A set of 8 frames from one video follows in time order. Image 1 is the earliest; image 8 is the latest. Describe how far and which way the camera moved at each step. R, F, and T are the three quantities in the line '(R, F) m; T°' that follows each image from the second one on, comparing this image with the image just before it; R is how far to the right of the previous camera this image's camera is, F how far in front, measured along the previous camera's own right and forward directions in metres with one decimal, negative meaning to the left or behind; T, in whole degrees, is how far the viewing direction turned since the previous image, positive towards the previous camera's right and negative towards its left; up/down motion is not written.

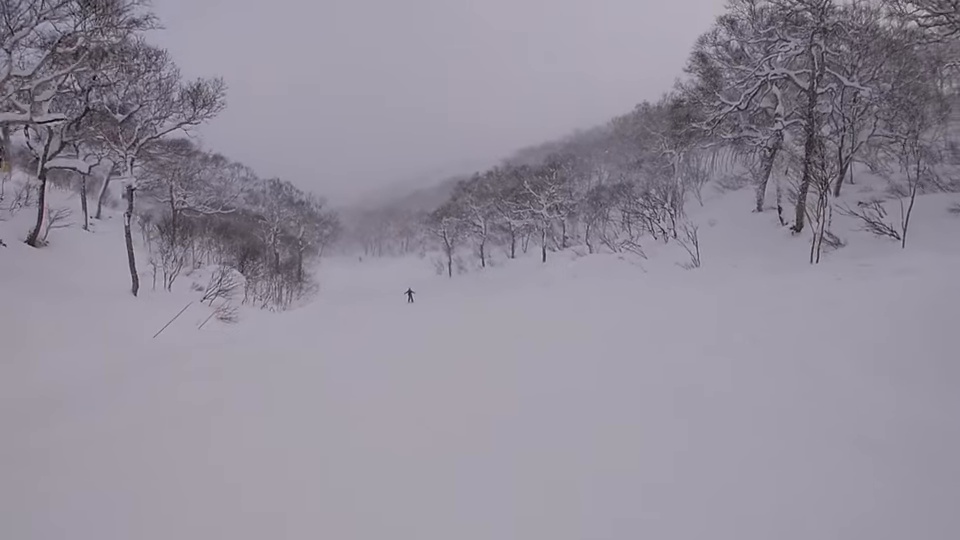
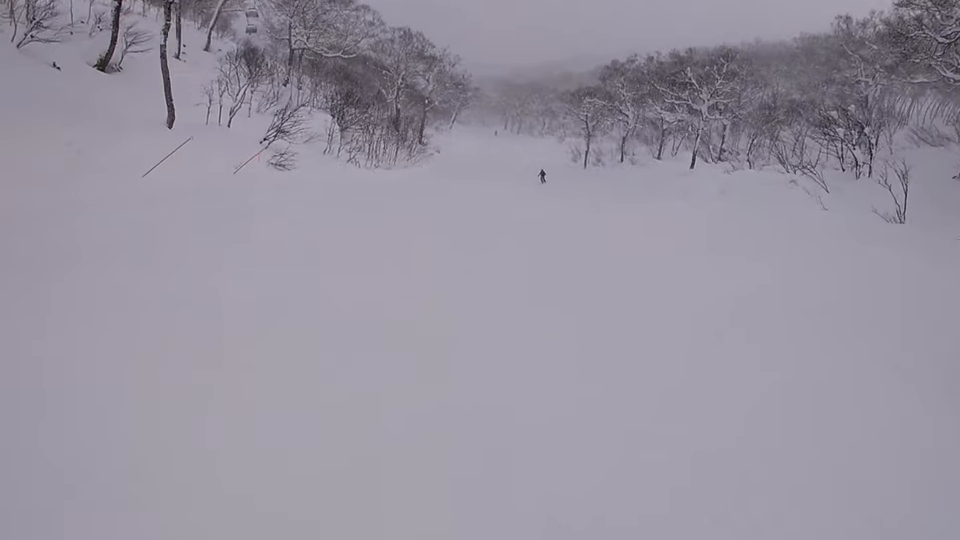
(-0.2, +5.4) m; -11°
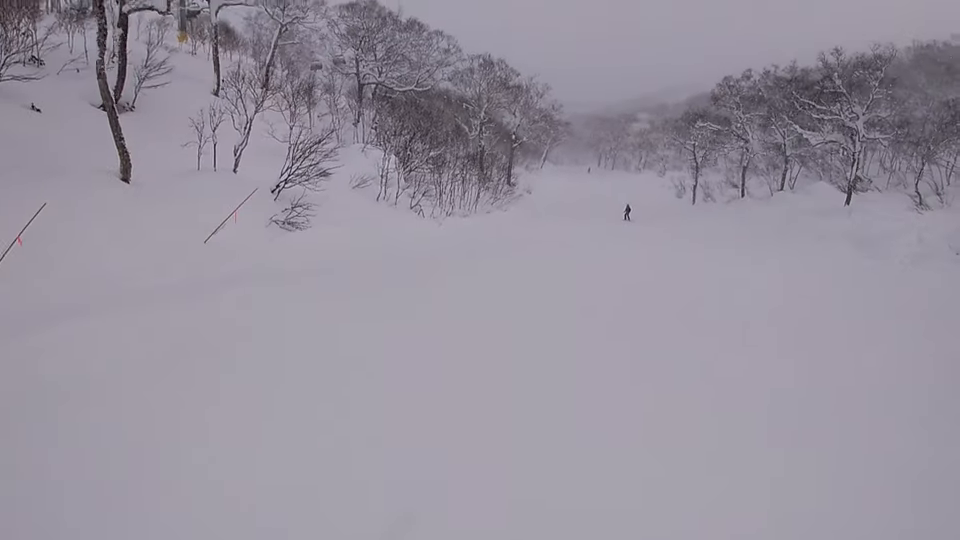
(-1.3, +8.1) m; -6°
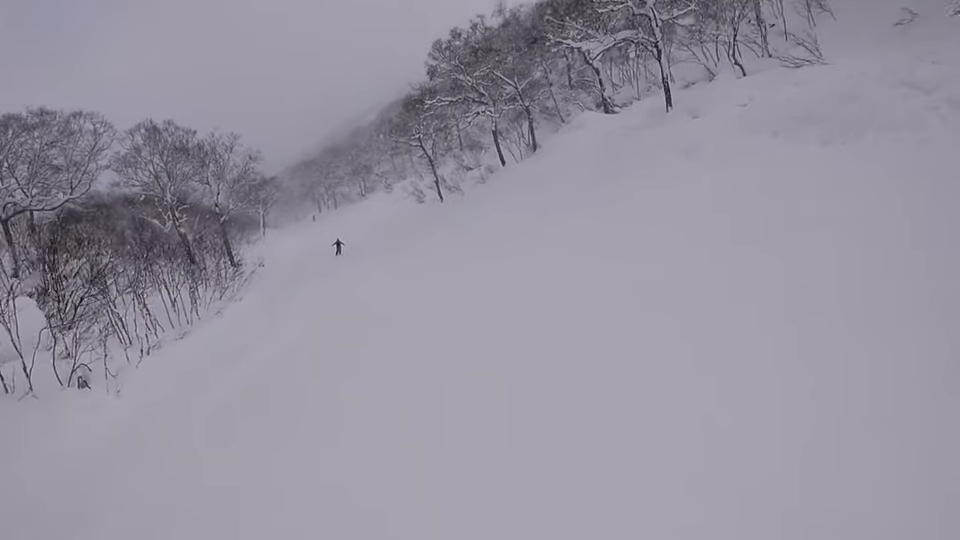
(+1.1, +10.7) m; +11°
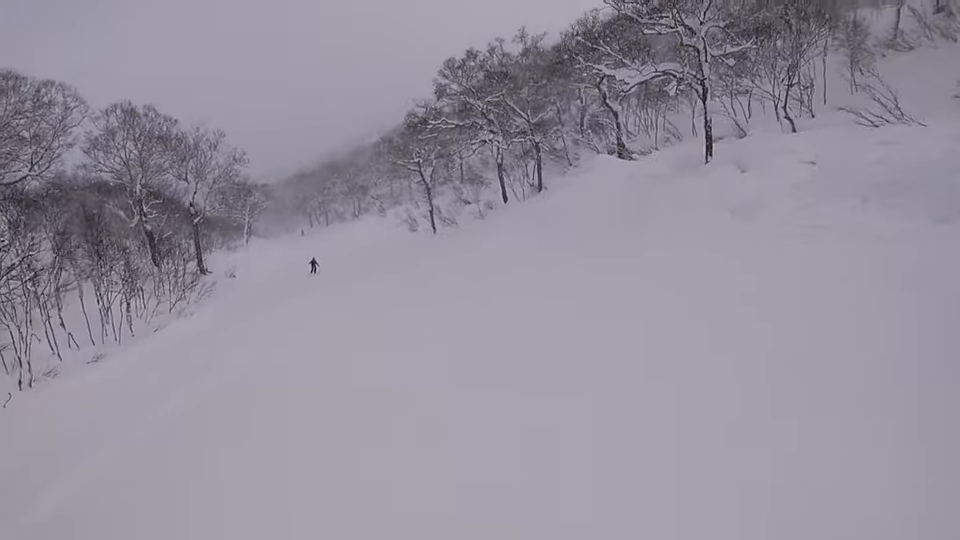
(+0.2, +4.3) m; +2°
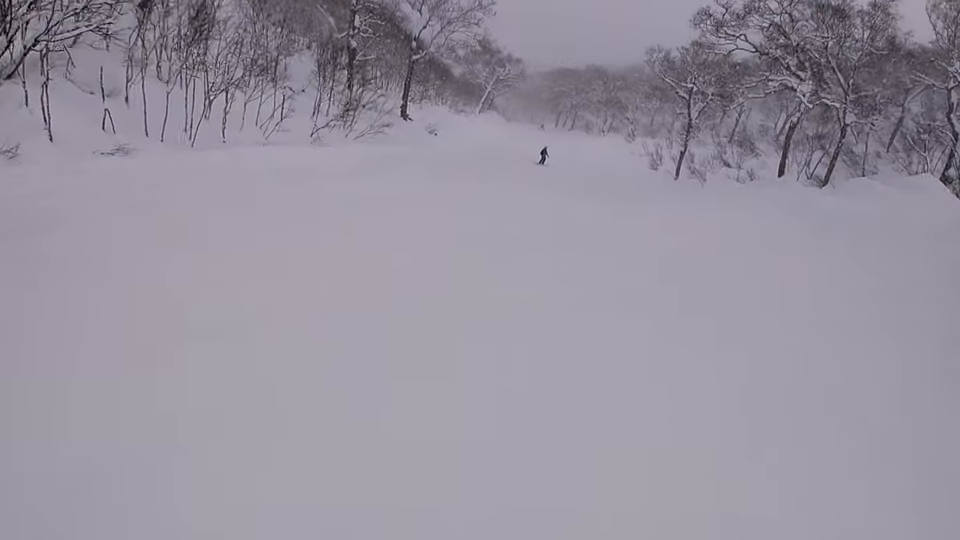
(+0.1, +7.8) m; -6°
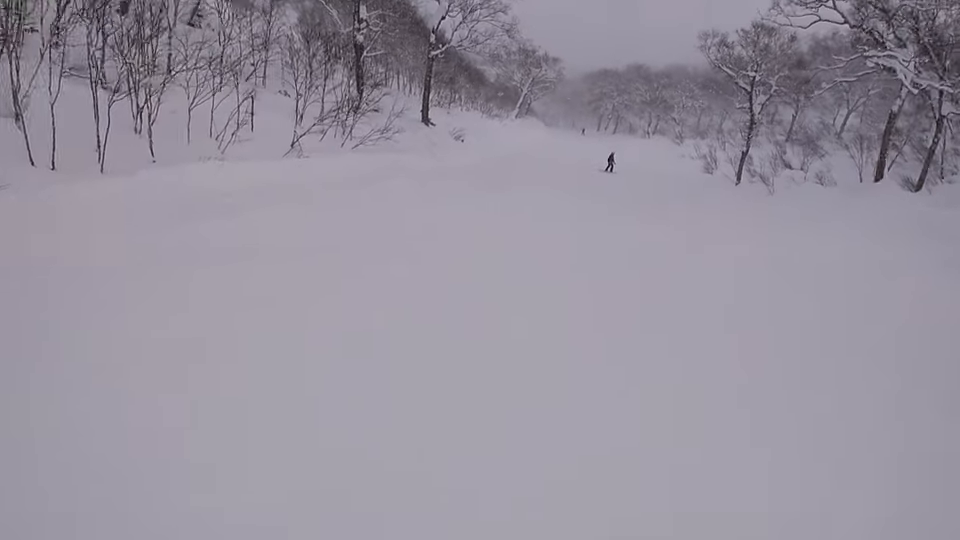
(-0.6, +5.2) m; 0°
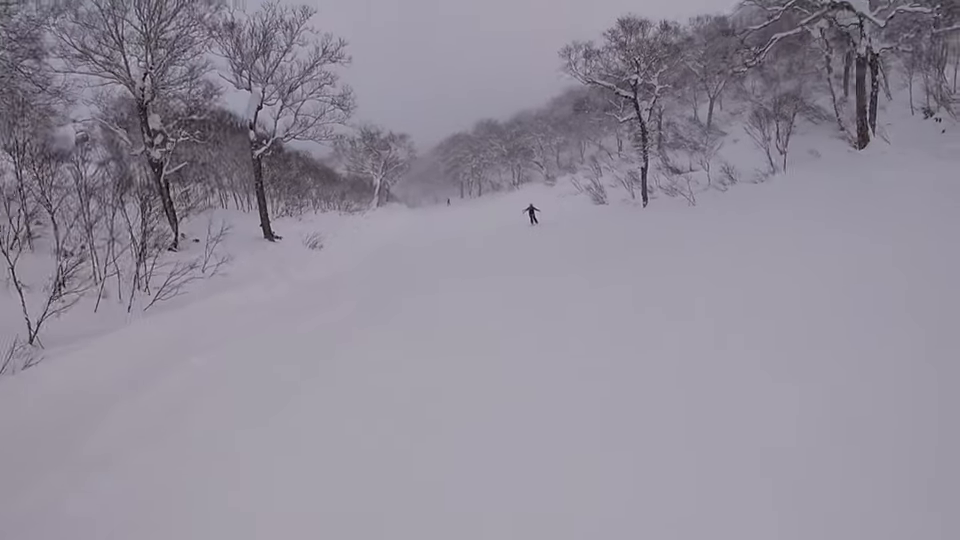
(+0.1, +7.9) m; +4°
